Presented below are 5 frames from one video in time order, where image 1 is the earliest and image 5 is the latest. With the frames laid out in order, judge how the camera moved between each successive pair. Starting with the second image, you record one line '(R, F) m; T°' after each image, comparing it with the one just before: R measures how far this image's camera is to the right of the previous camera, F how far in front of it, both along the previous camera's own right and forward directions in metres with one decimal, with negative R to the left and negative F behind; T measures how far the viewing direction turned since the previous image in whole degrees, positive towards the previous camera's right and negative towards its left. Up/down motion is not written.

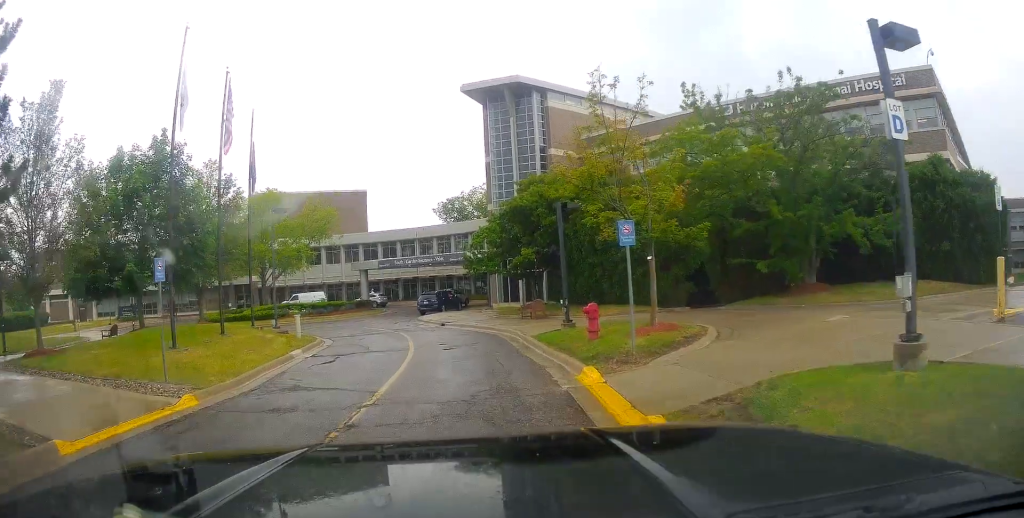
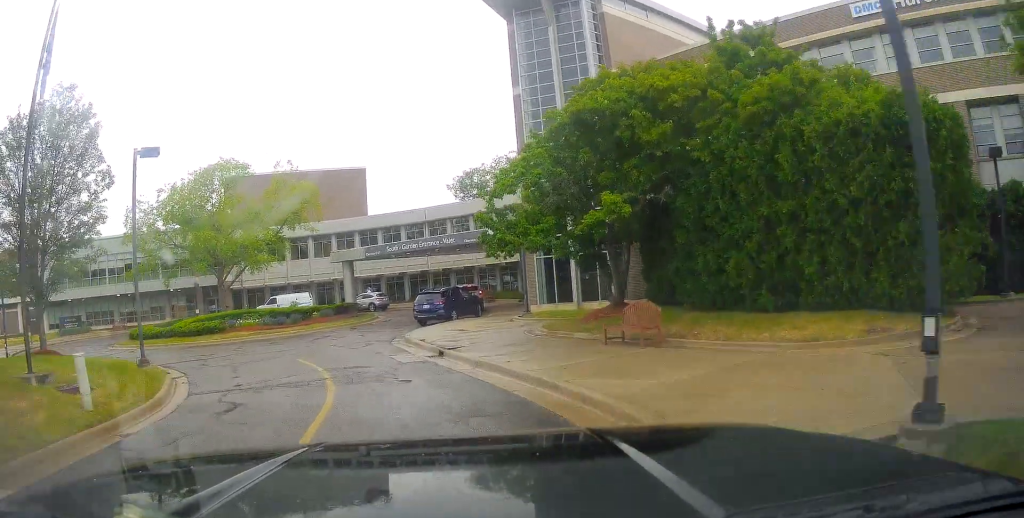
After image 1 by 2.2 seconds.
(-0.2, +16.2) m; -4°
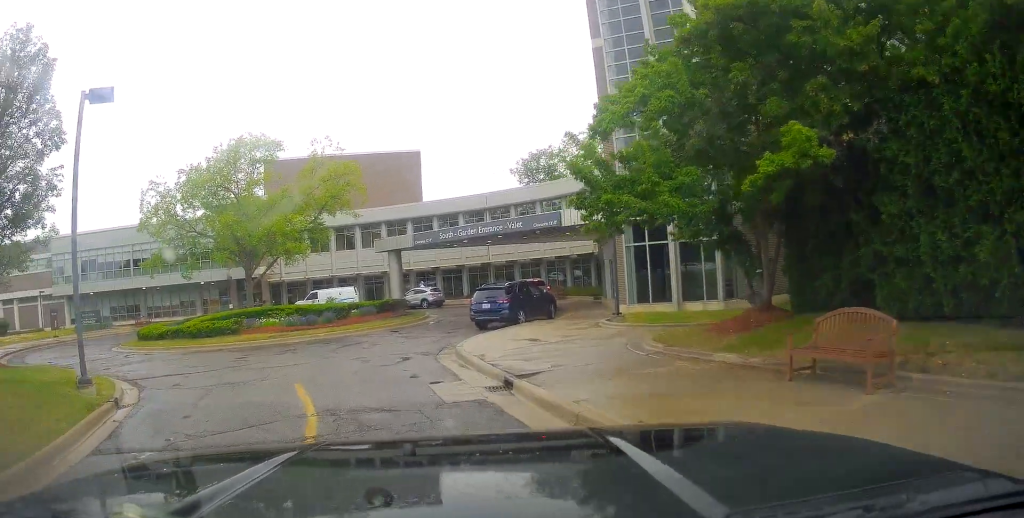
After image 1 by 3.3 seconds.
(-0.3, +6.2) m; -1°
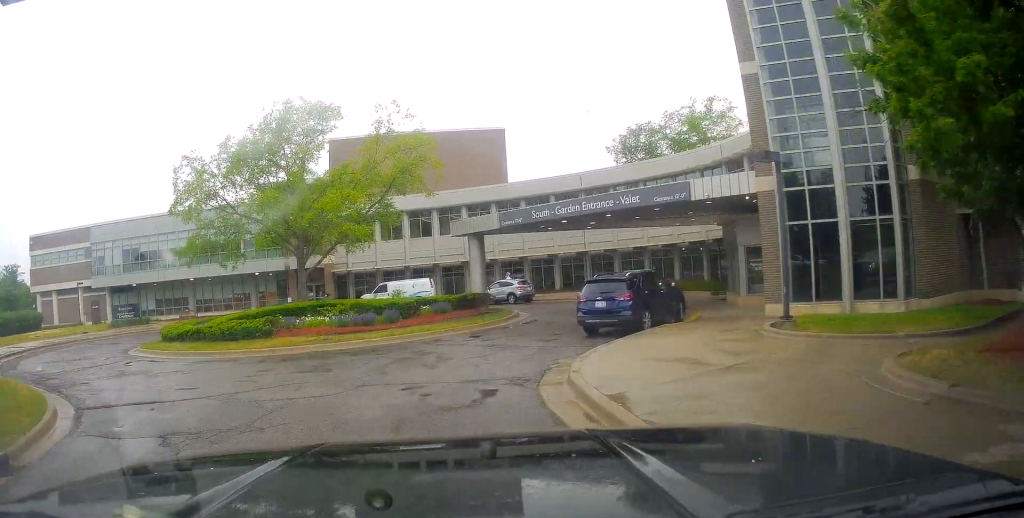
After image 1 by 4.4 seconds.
(+0.1, +5.8) m; -6°
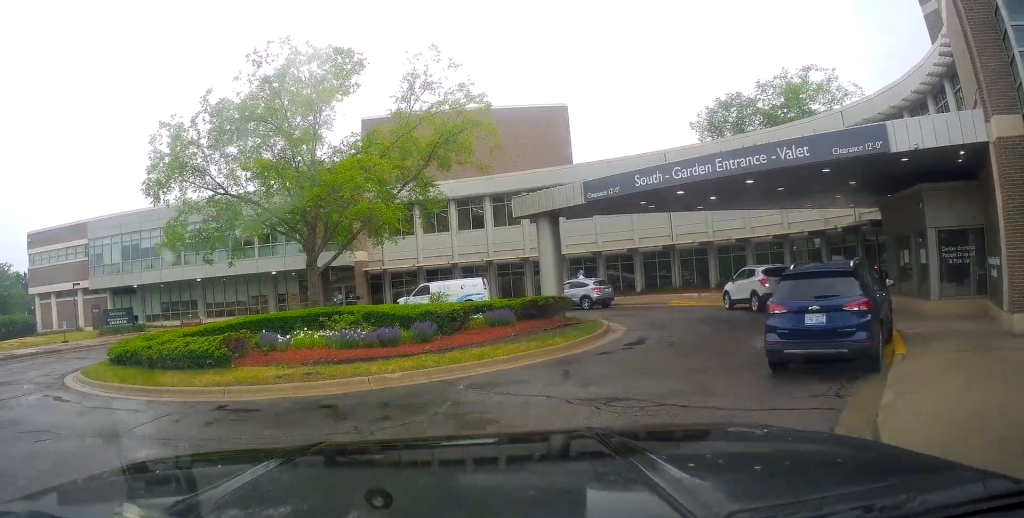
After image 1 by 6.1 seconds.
(-1.4, +7.9) m; -10°
